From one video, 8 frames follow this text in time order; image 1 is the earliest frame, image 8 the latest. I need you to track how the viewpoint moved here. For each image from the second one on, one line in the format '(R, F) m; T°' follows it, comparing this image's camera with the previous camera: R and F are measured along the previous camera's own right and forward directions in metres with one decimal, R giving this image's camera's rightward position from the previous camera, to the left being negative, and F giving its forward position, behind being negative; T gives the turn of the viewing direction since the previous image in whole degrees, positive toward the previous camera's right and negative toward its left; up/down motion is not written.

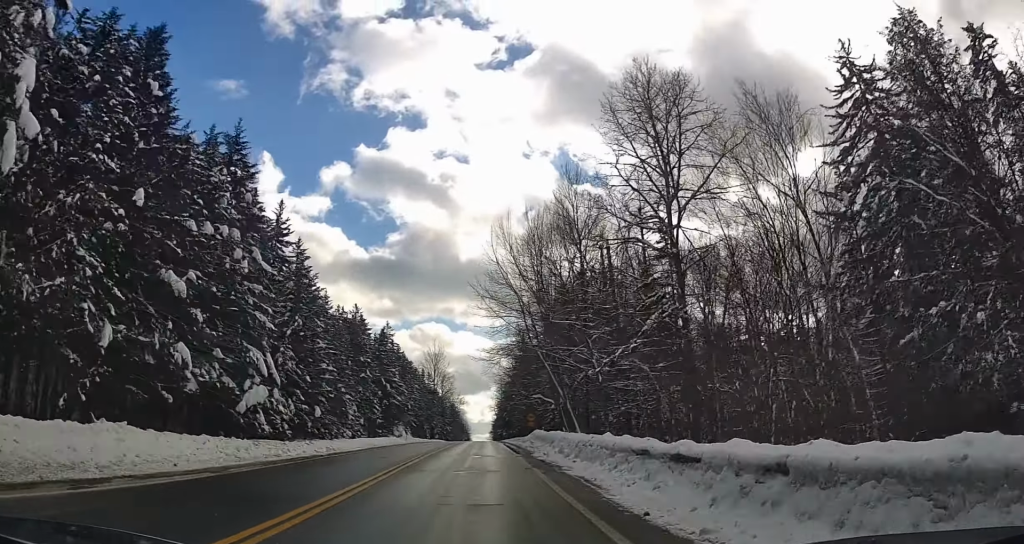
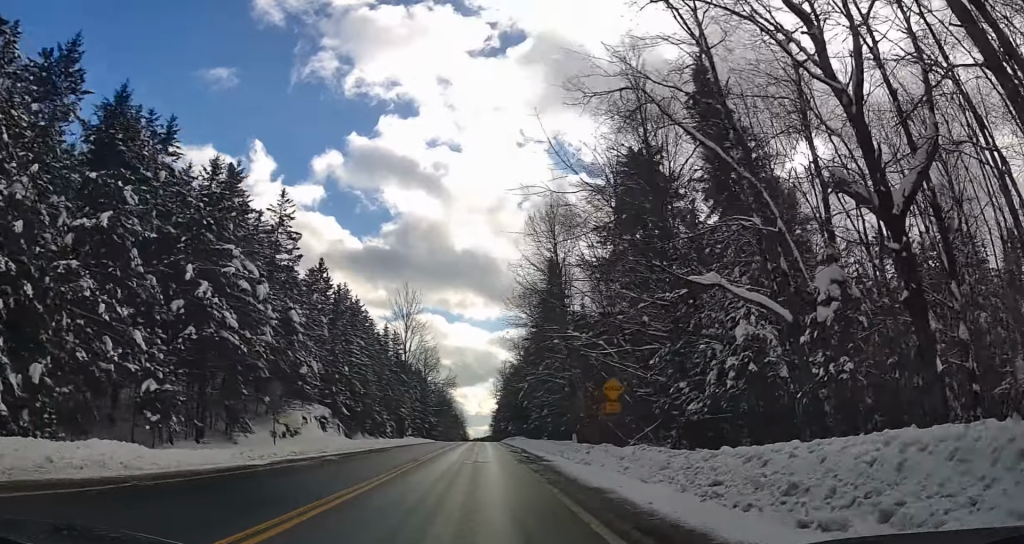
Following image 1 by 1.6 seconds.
(+0.6, +43.4) m; +1°
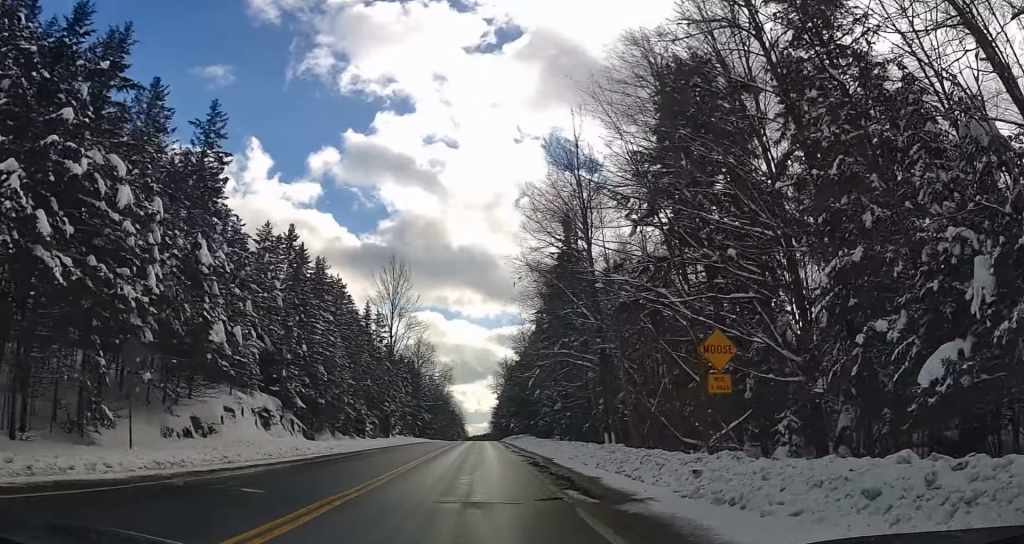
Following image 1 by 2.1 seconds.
(0.0, +11.4) m; 0°
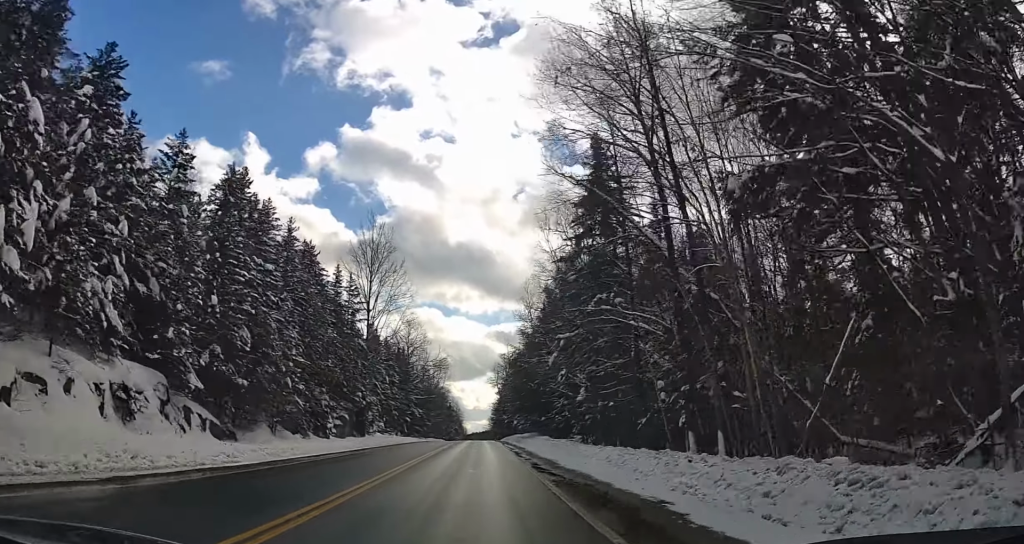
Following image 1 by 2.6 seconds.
(0.0, +13.1) m; 0°
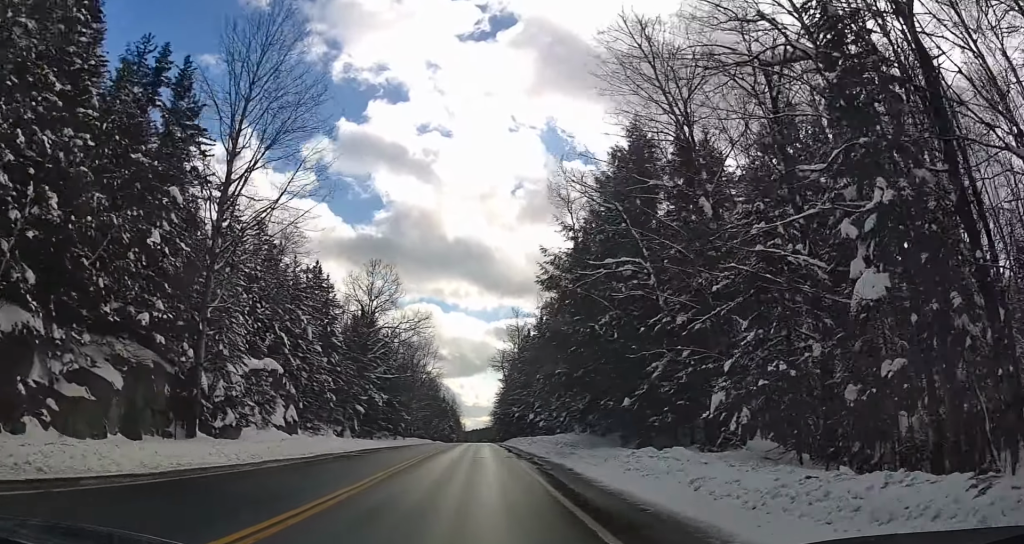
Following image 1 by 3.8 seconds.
(-0.1, +31.1) m; -1°
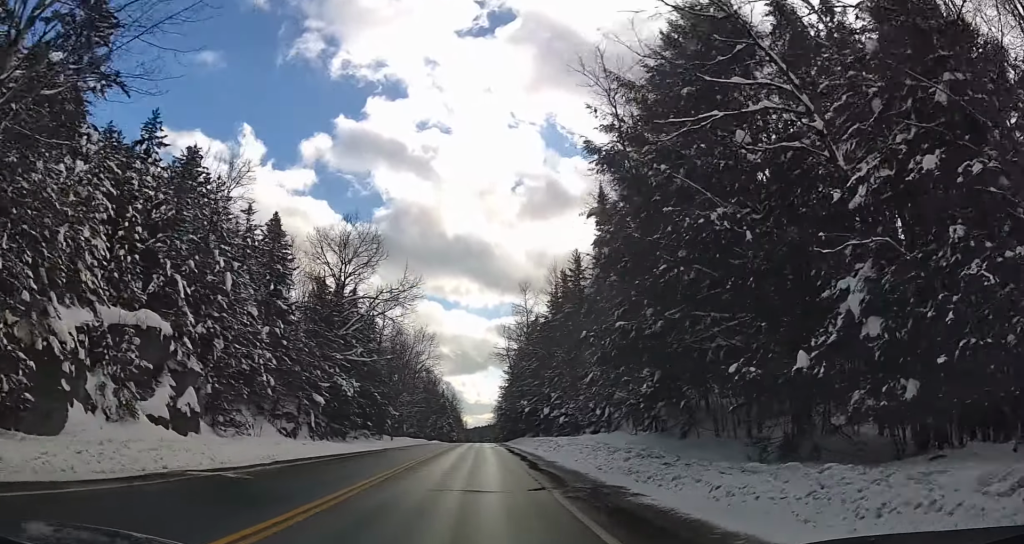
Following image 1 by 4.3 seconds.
(-0.2, +12.8) m; -1°
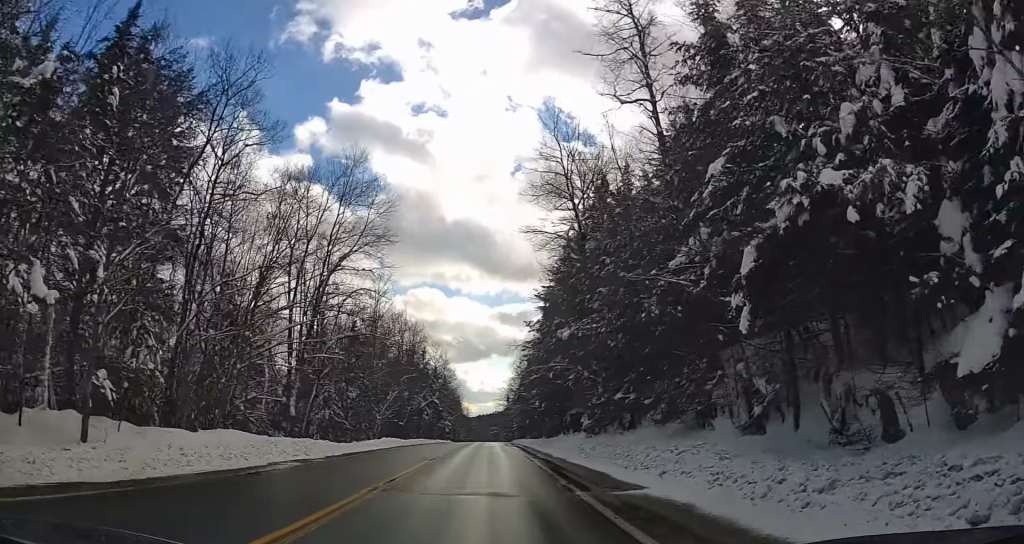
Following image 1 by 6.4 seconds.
(+1.5, +54.8) m; +1°
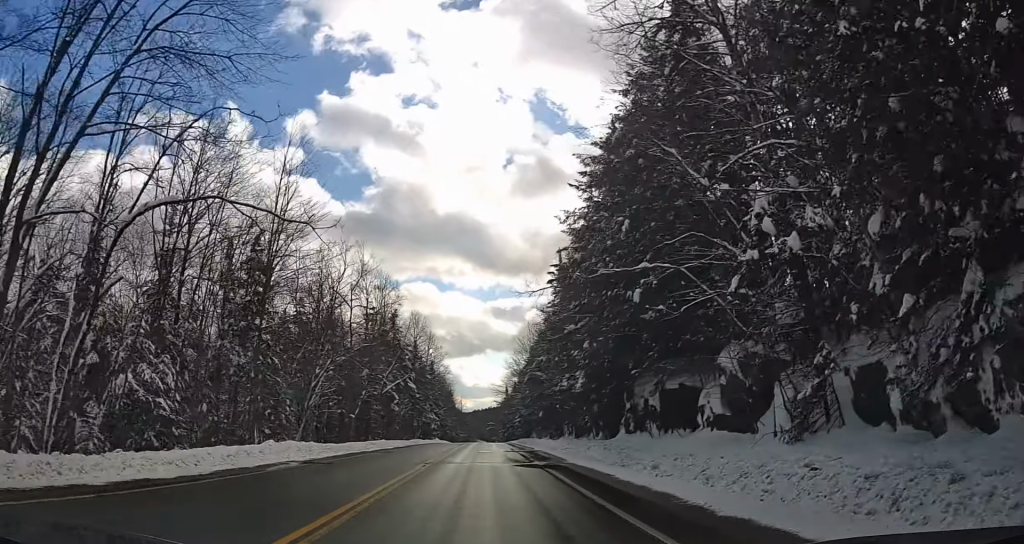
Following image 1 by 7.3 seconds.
(-1.1, +24.0) m; -1°
